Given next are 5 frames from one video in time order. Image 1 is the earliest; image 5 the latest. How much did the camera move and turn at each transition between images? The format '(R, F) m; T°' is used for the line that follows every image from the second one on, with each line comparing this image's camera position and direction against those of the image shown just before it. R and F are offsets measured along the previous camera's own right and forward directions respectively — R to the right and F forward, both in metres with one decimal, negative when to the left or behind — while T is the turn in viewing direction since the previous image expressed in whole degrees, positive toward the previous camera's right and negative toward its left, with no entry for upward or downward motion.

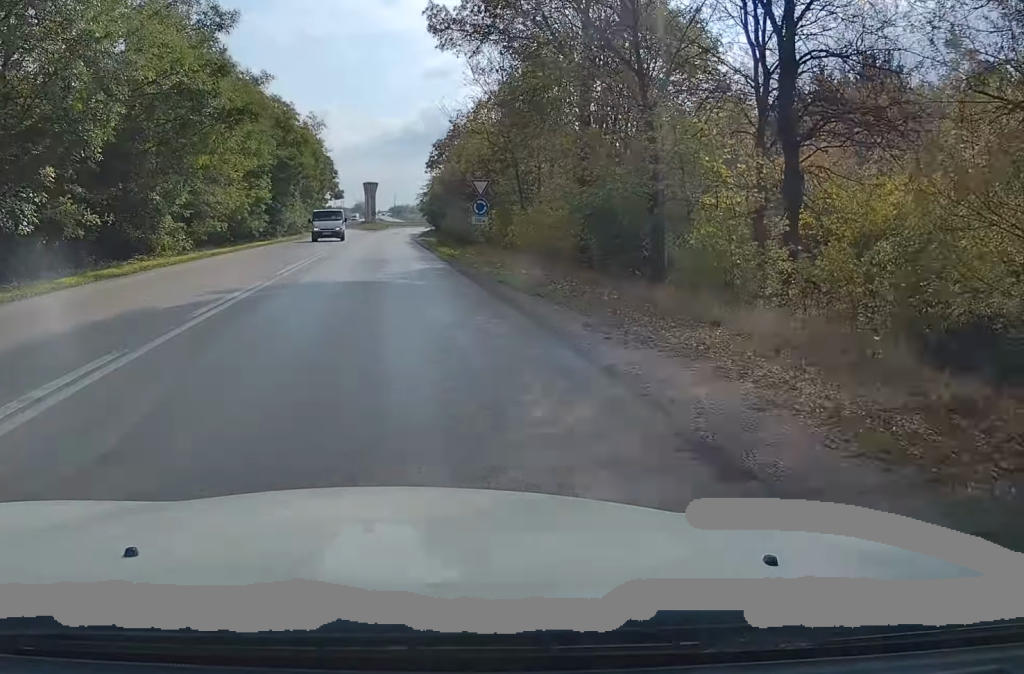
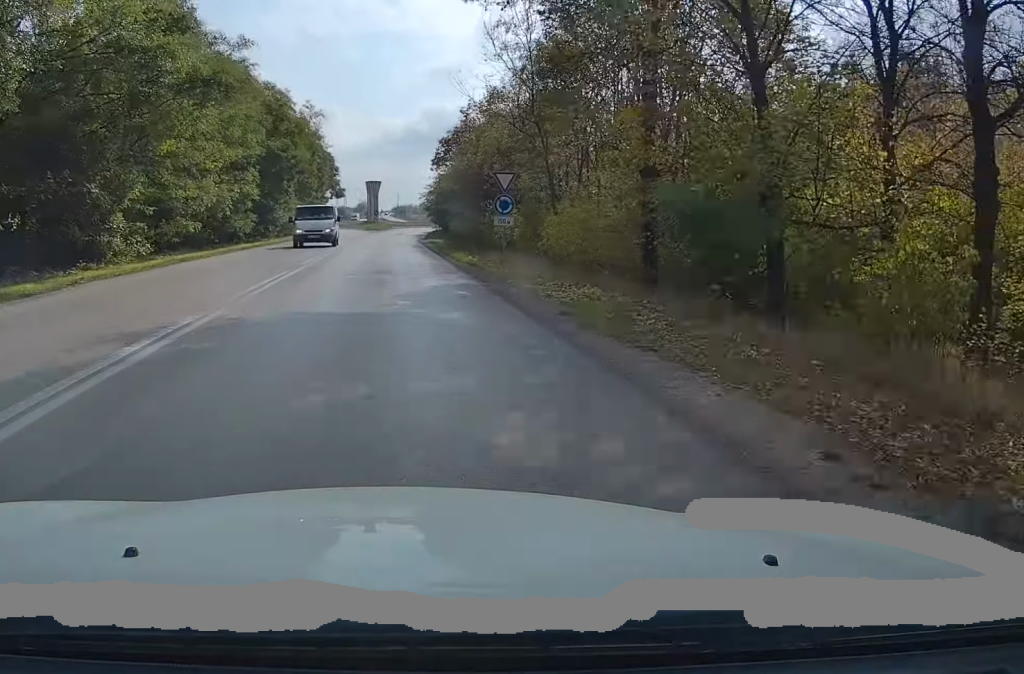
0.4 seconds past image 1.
(0.0, +5.6) m; 0°
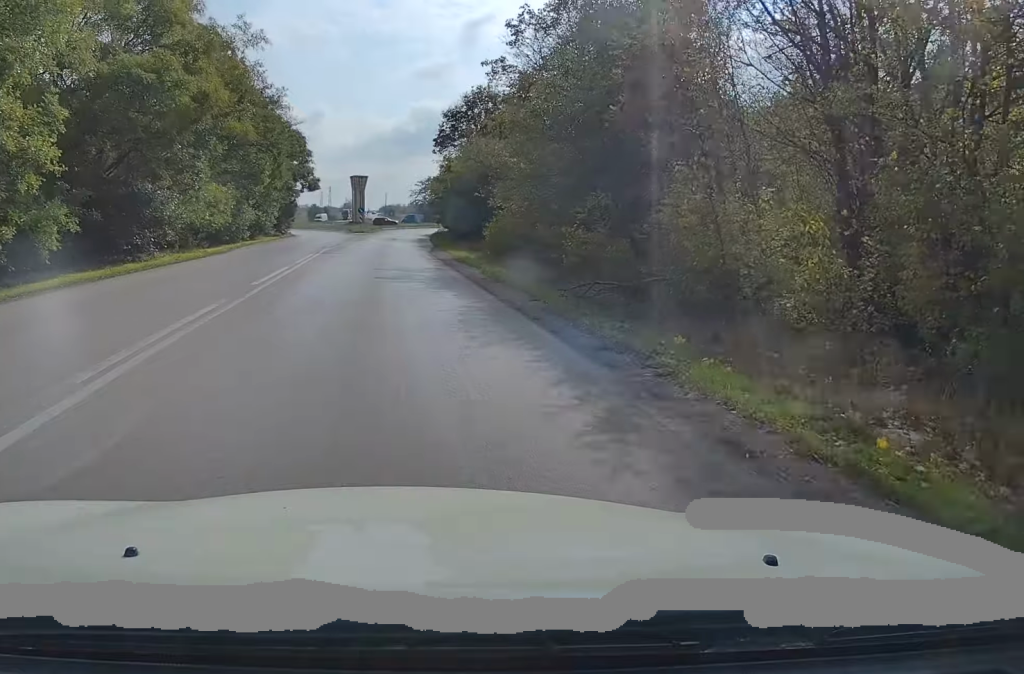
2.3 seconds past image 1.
(+0.2, +23.9) m; +2°
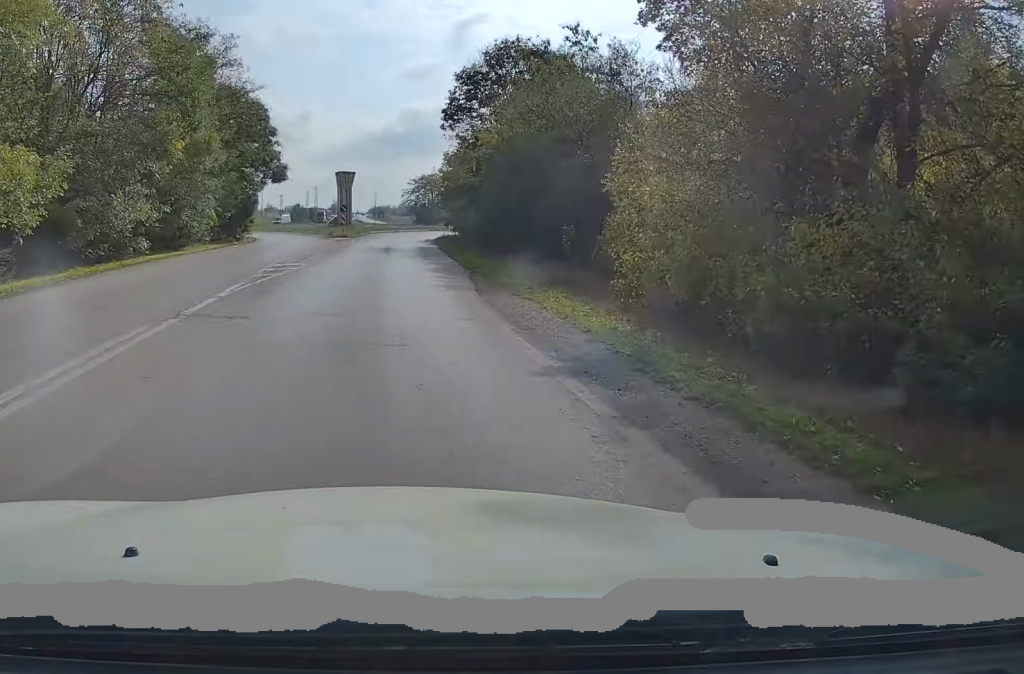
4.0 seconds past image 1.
(+0.2, +20.2) m; +1°
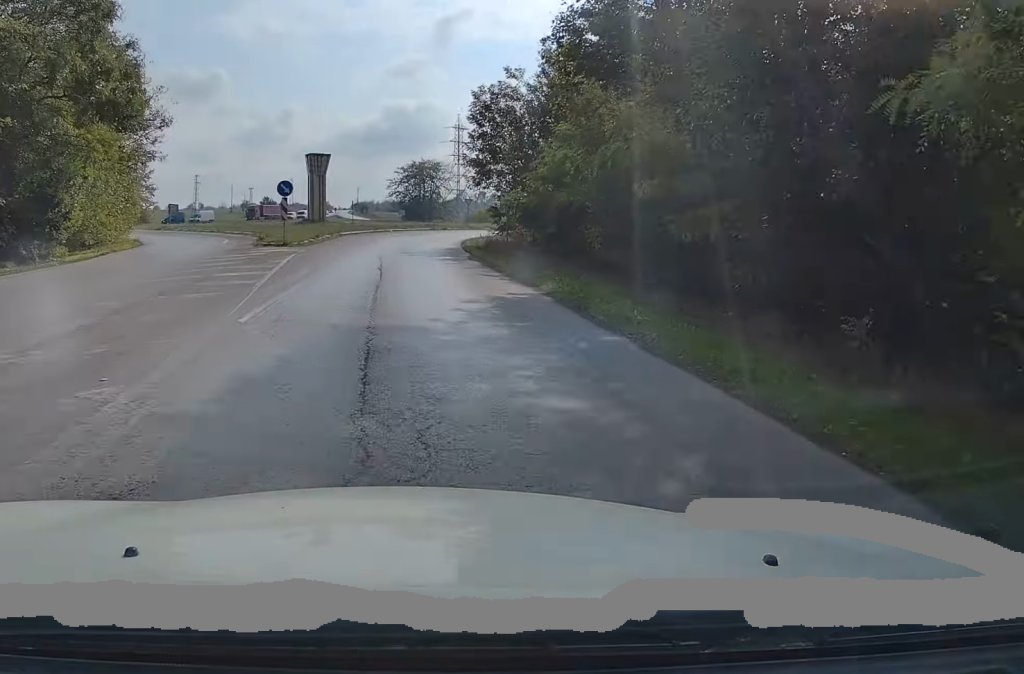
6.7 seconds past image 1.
(+0.7, +34.7) m; +3°
